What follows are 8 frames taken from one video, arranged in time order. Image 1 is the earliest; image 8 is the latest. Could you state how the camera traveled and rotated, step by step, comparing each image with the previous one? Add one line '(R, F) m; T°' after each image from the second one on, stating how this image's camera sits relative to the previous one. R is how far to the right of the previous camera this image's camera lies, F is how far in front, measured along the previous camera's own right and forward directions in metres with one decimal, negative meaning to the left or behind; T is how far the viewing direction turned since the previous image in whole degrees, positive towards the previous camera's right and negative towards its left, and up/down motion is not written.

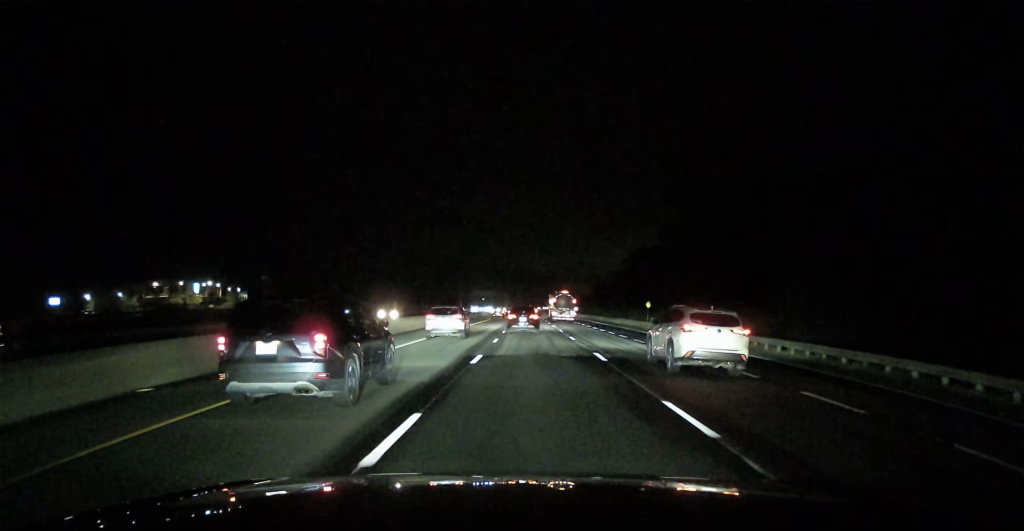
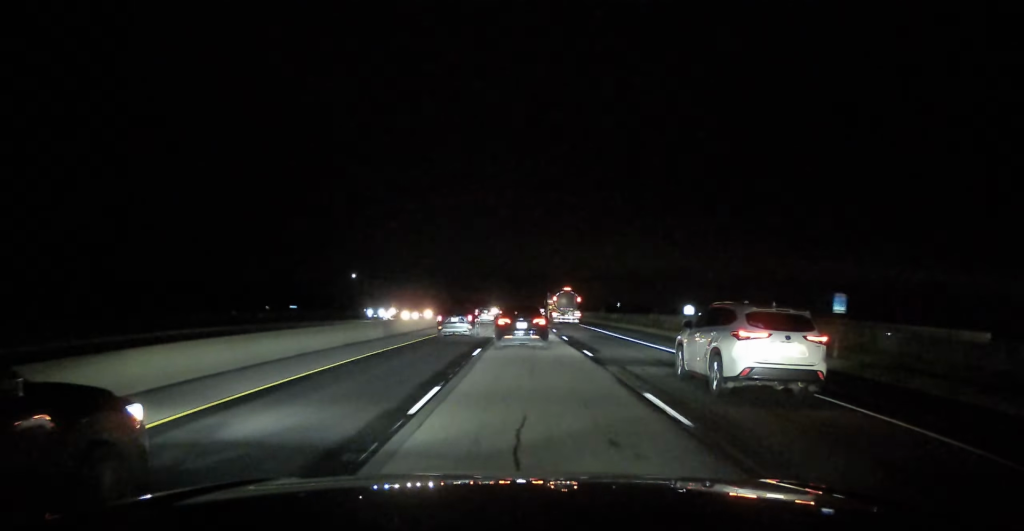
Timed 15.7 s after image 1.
(+1.4, +467.4) m; 0°
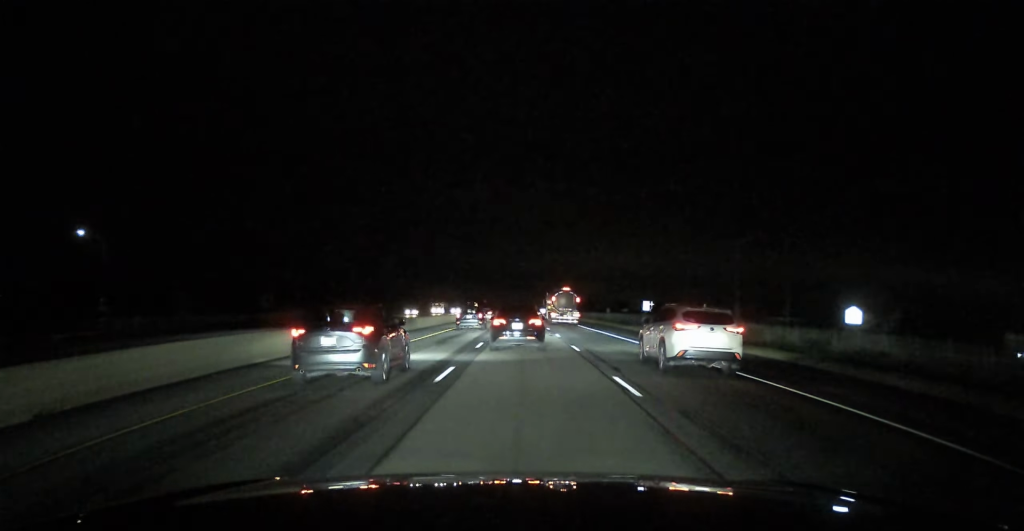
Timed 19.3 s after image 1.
(+0.1, +106.0) m; 0°
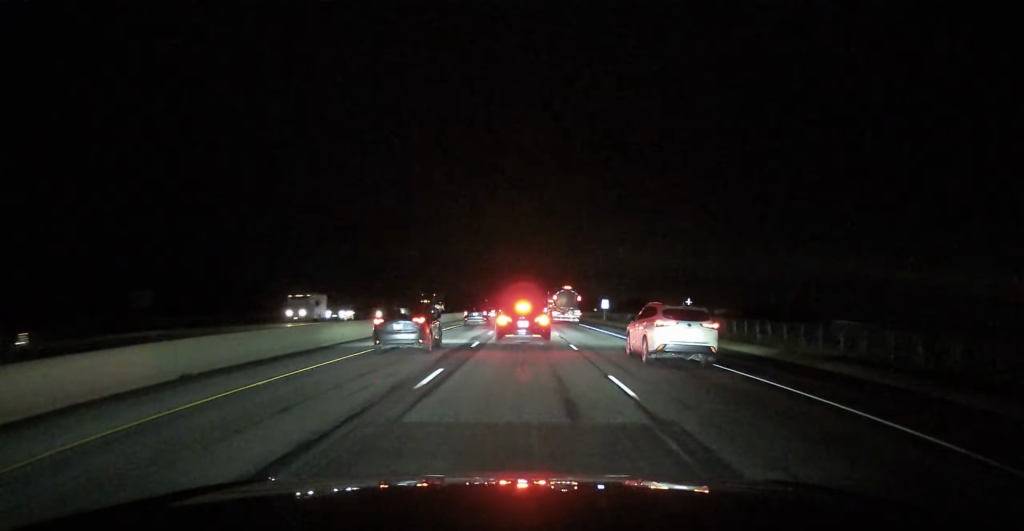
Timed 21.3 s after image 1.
(-0.2, +61.2) m; 0°
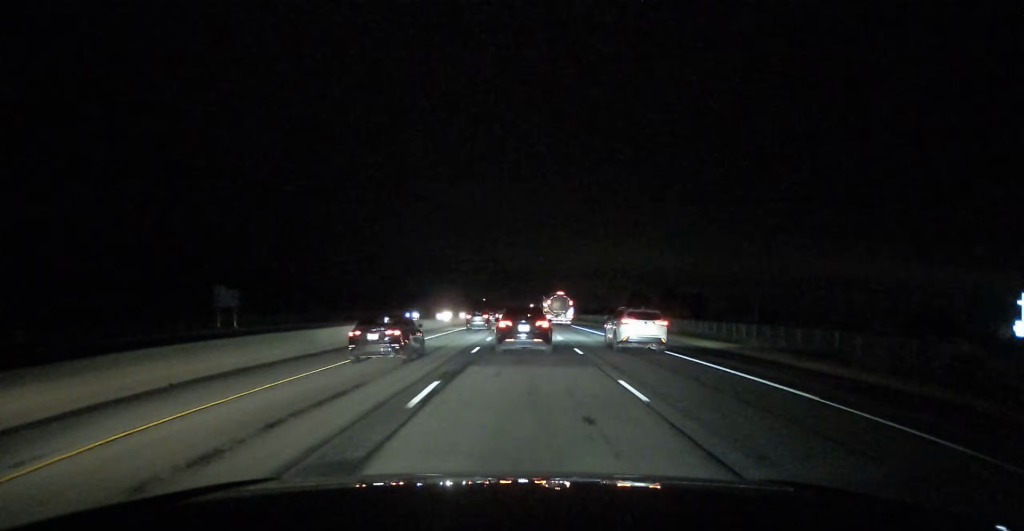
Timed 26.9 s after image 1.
(-0.2, +163.4) m; 0°
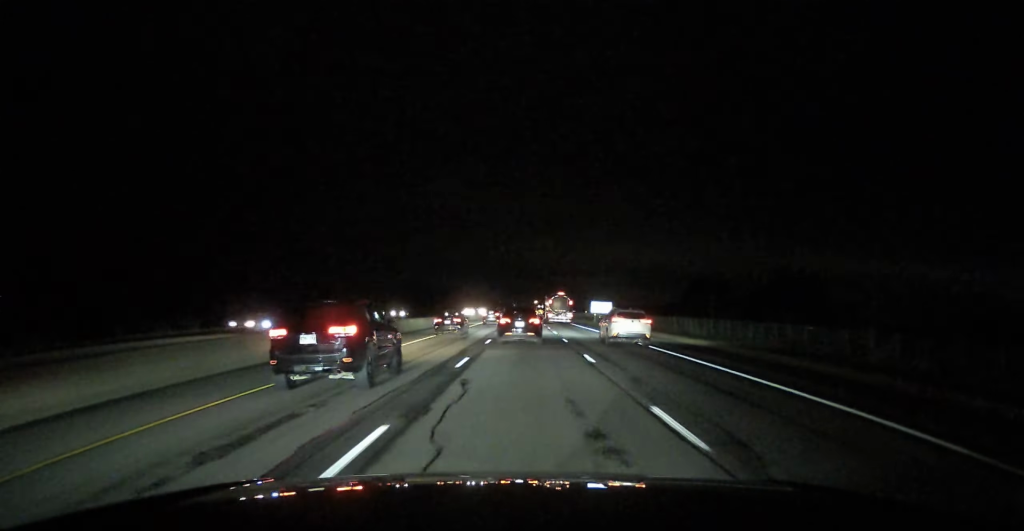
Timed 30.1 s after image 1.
(-0.1, +93.8) m; 0°
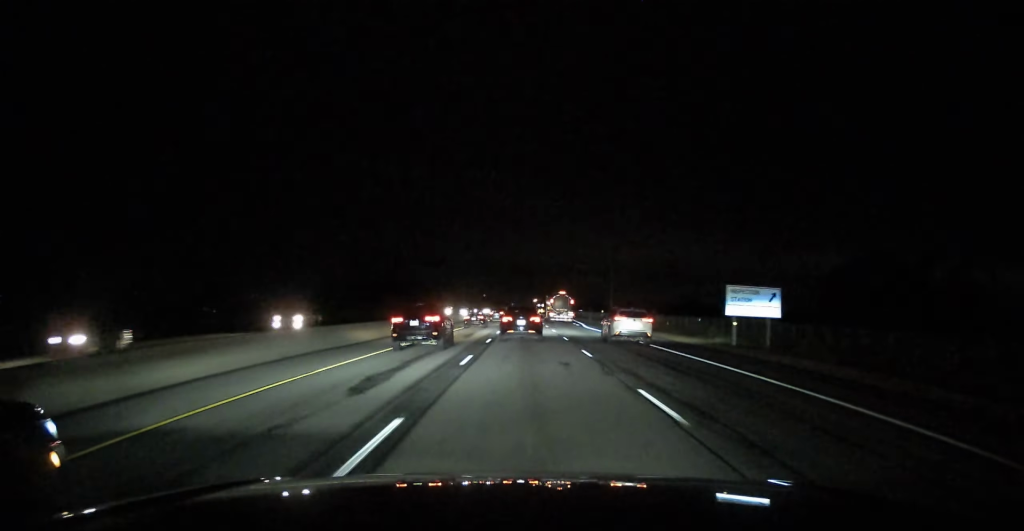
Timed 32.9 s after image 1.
(-0.1, +84.8) m; 0°
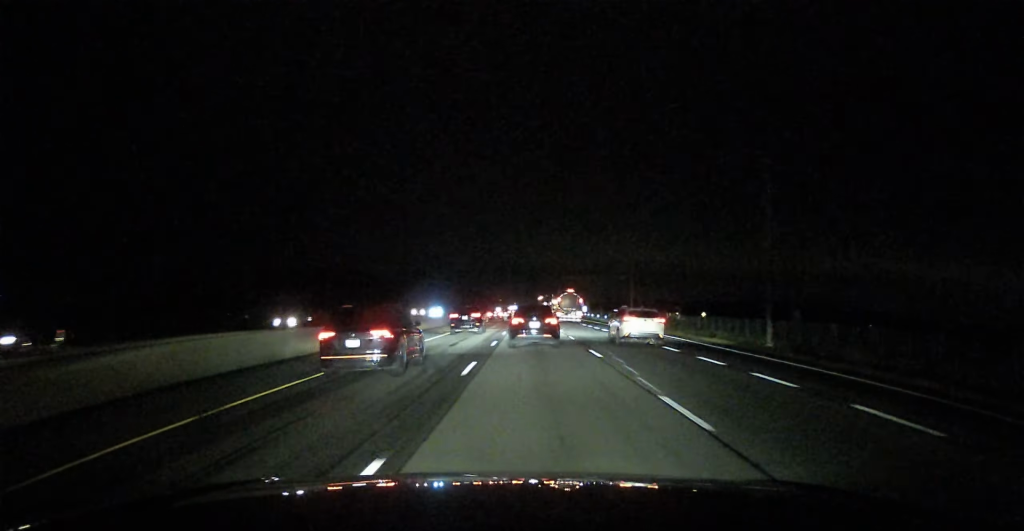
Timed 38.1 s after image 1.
(-0.1, +159.6) m; 0°
